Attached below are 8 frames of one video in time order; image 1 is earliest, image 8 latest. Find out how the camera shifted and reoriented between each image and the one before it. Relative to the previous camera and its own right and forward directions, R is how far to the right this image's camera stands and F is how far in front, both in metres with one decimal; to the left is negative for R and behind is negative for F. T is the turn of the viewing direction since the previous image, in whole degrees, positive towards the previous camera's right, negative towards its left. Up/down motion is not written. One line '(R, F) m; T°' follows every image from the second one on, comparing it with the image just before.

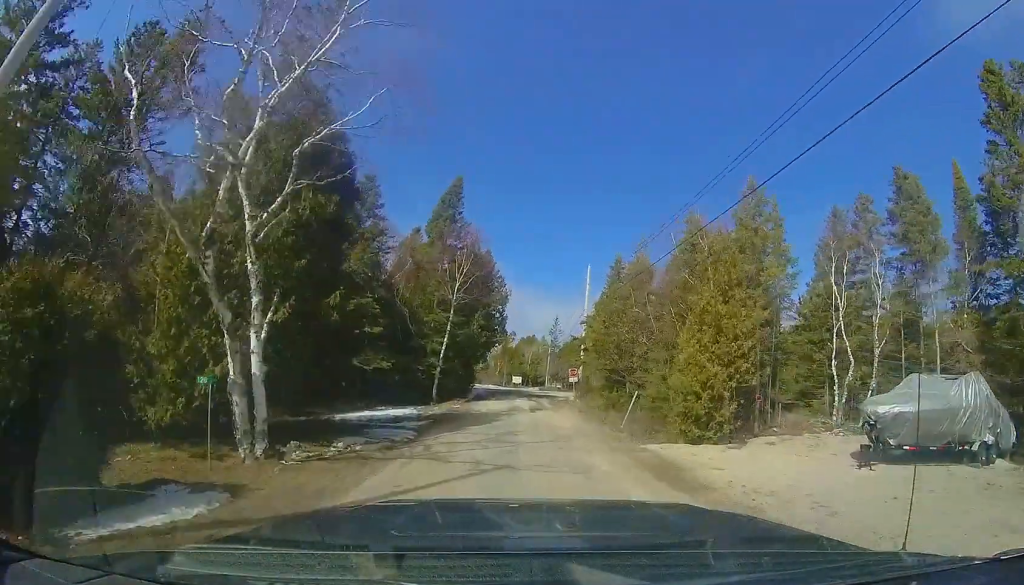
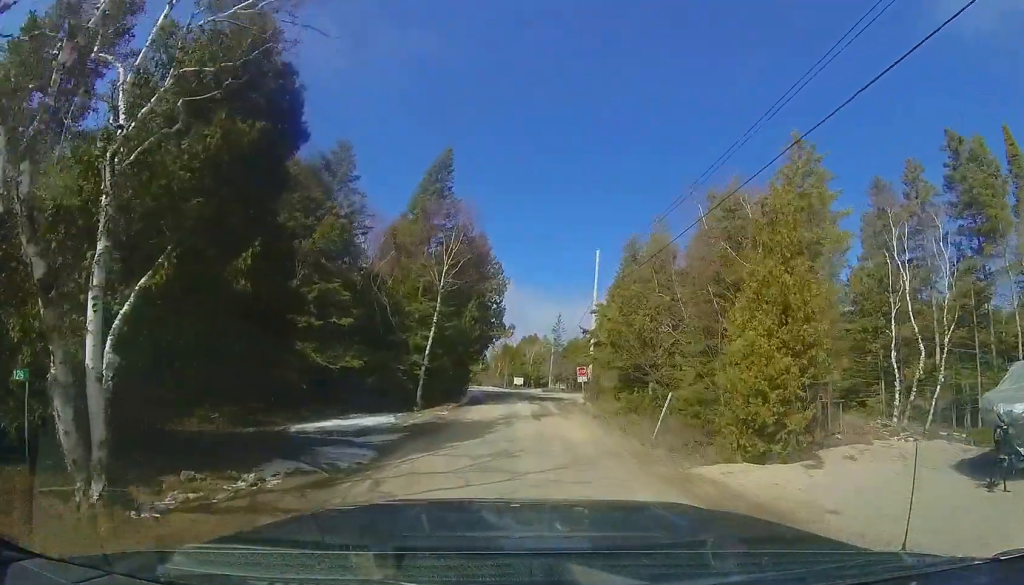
(0.0, +3.5) m; -1°
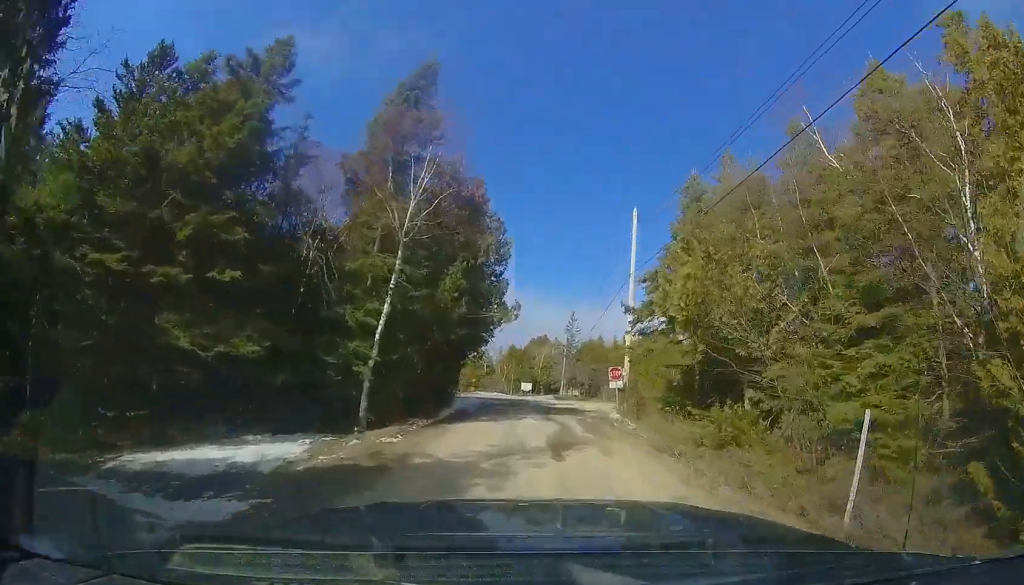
(-0.1, +7.1) m; -1°
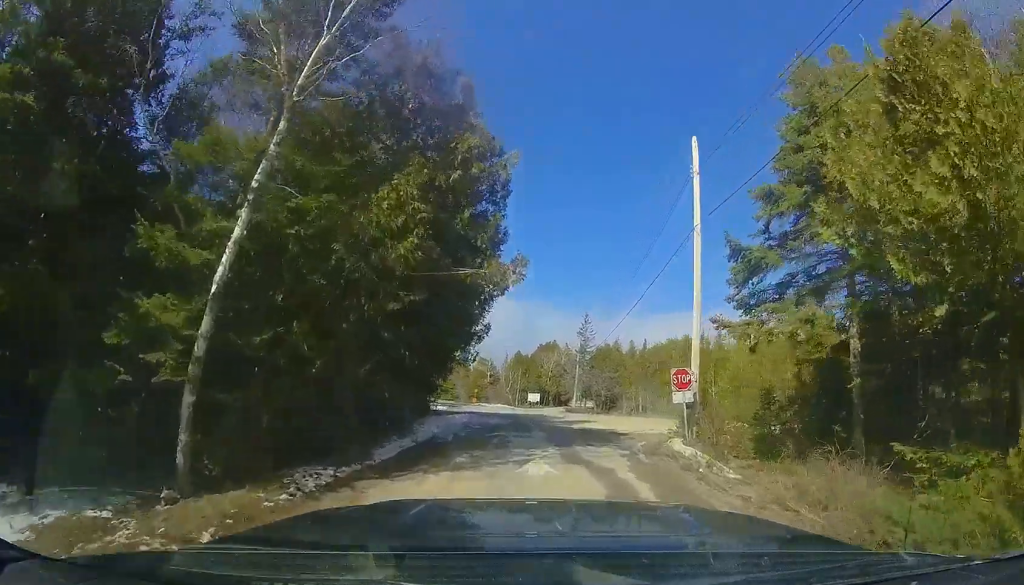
(-0.1, +6.6) m; 0°
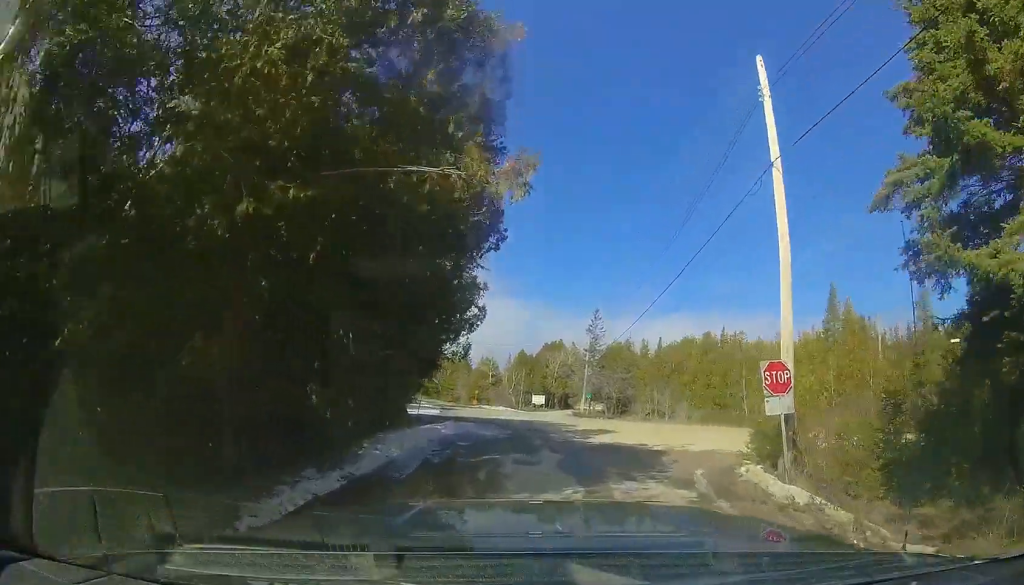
(-0.1, +4.2) m; +2°
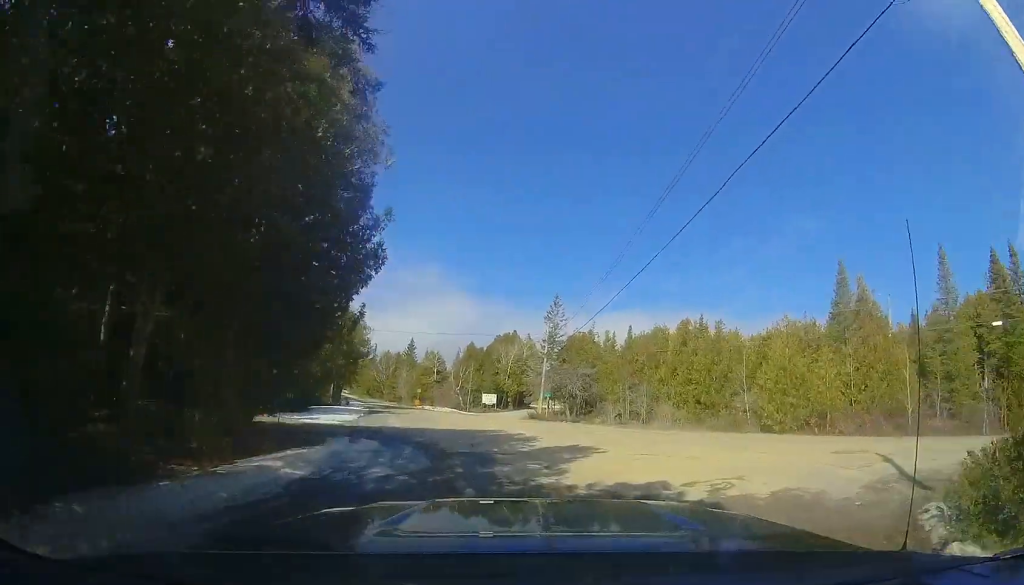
(+0.4, +6.8) m; +11°
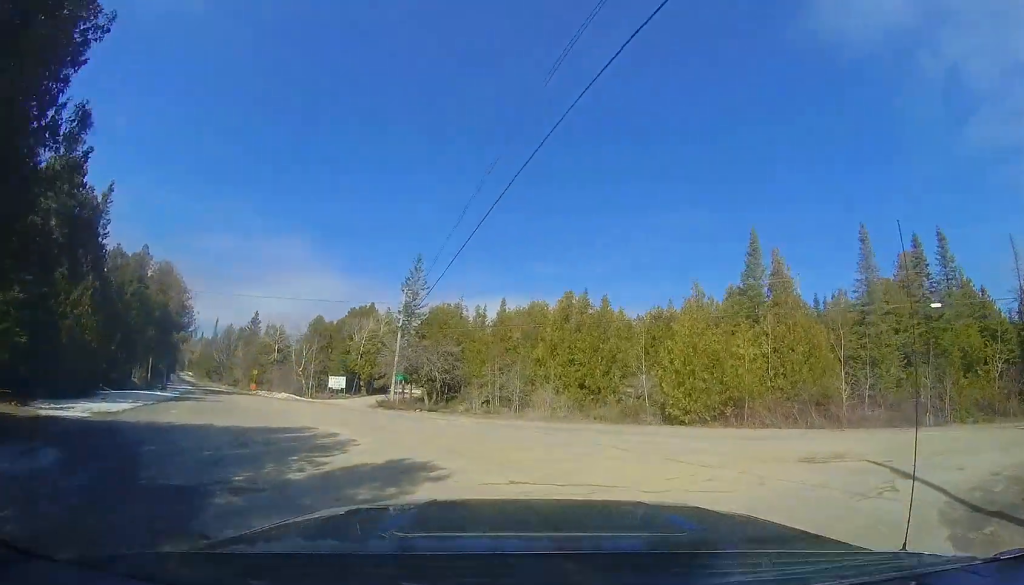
(+1.2, +5.7) m; +26°
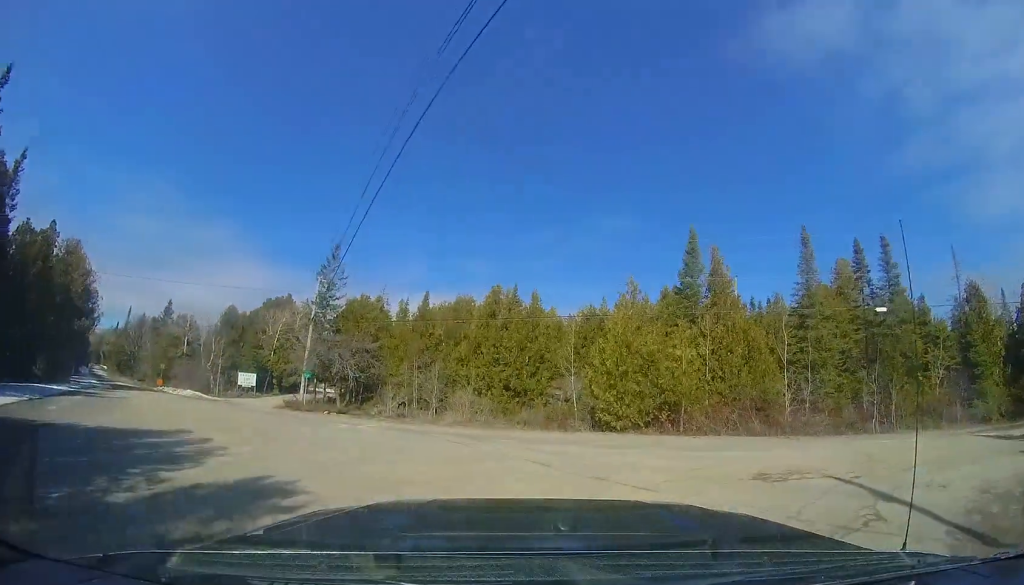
(+0.2, +1.3) m; +14°
